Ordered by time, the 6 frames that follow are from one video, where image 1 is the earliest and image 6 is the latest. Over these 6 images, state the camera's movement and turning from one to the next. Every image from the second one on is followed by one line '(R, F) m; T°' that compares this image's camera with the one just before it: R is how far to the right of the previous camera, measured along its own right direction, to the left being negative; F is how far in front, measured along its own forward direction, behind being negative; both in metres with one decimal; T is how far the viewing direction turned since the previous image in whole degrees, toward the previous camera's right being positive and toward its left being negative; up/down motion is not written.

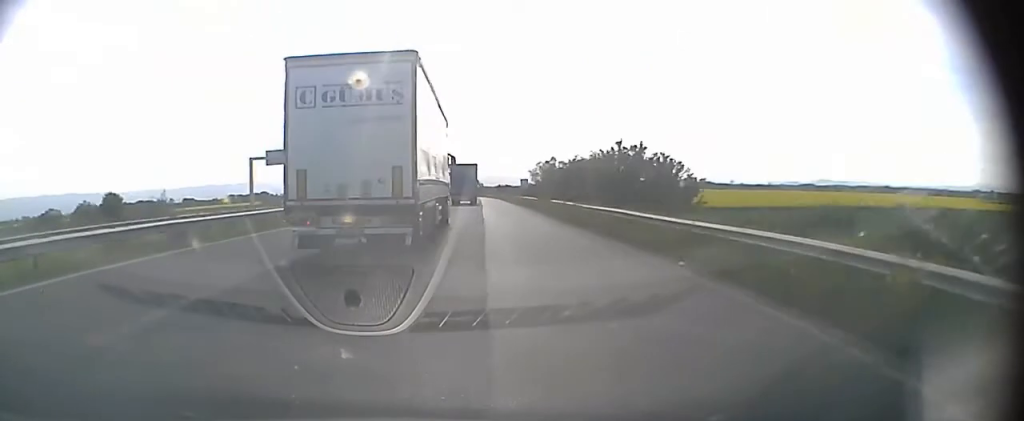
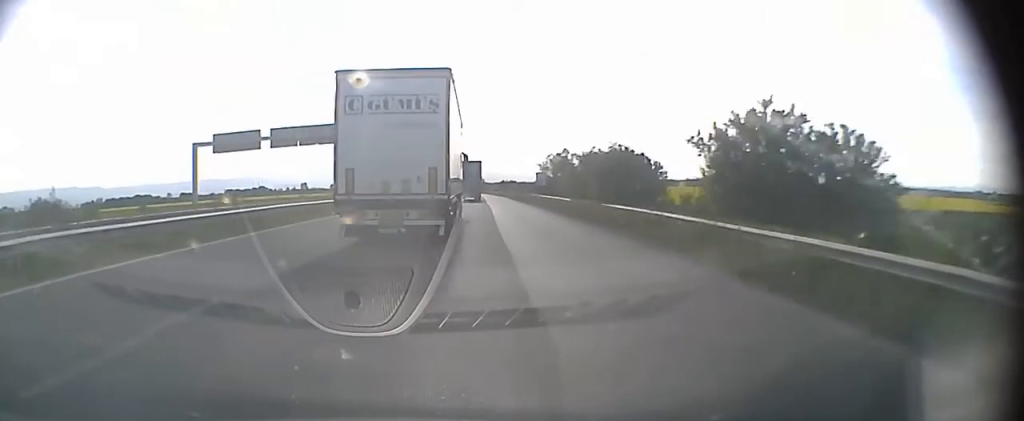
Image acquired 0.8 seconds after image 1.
(0.0, +17.5) m; 0°
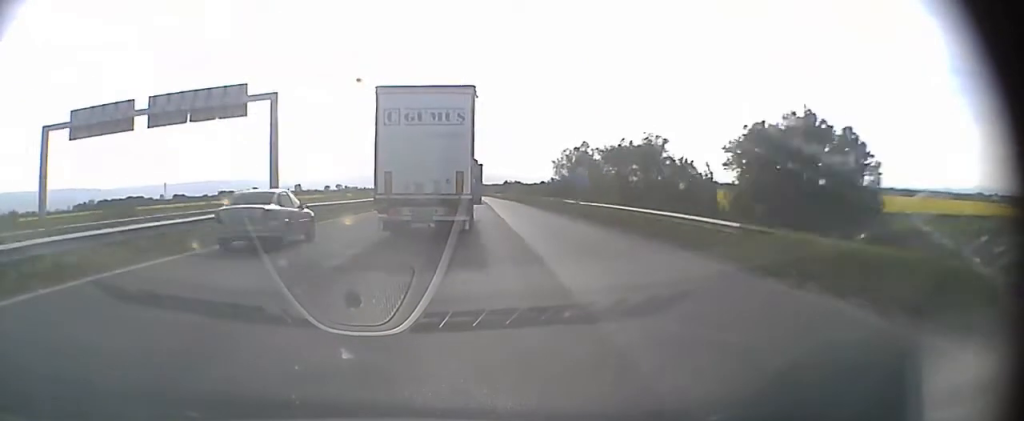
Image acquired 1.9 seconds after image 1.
(0.0, +24.6) m; 0°
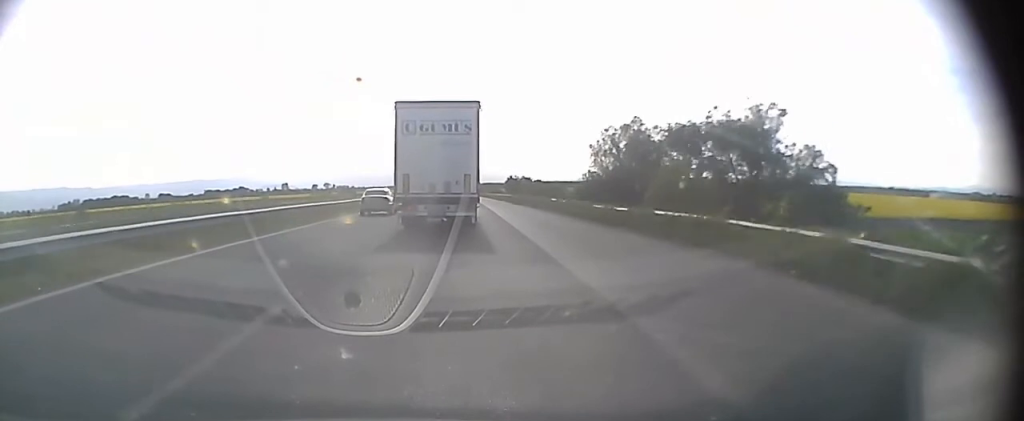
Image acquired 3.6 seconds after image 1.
(+0.2, +39.1) m; 0°
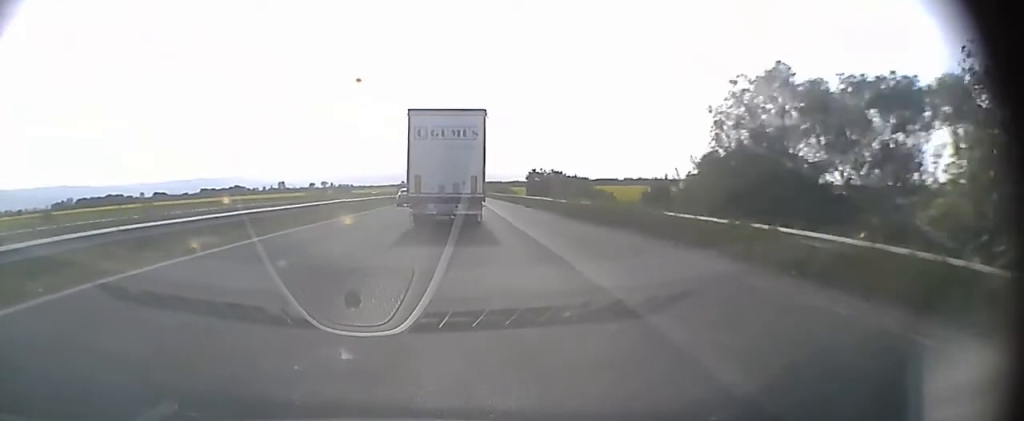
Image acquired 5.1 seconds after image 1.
(0.0, +35.4) m; 0°
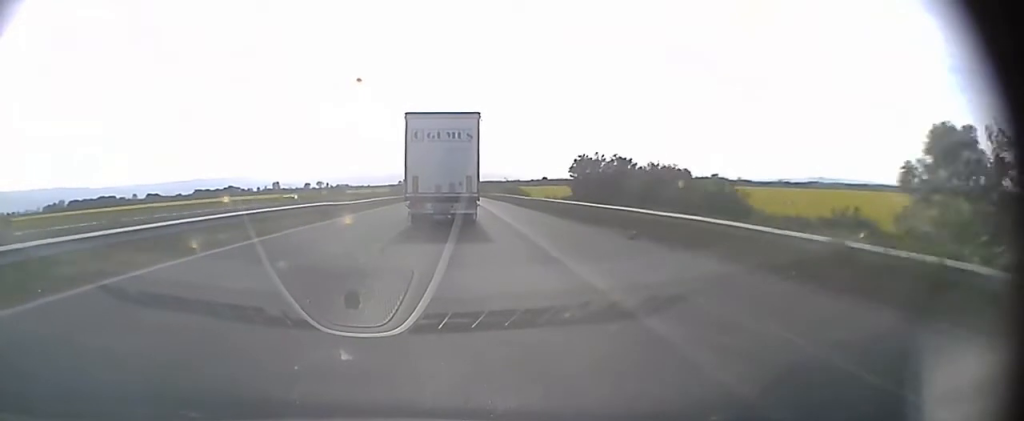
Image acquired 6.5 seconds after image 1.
(+0.1, +33.7) m; 0°
